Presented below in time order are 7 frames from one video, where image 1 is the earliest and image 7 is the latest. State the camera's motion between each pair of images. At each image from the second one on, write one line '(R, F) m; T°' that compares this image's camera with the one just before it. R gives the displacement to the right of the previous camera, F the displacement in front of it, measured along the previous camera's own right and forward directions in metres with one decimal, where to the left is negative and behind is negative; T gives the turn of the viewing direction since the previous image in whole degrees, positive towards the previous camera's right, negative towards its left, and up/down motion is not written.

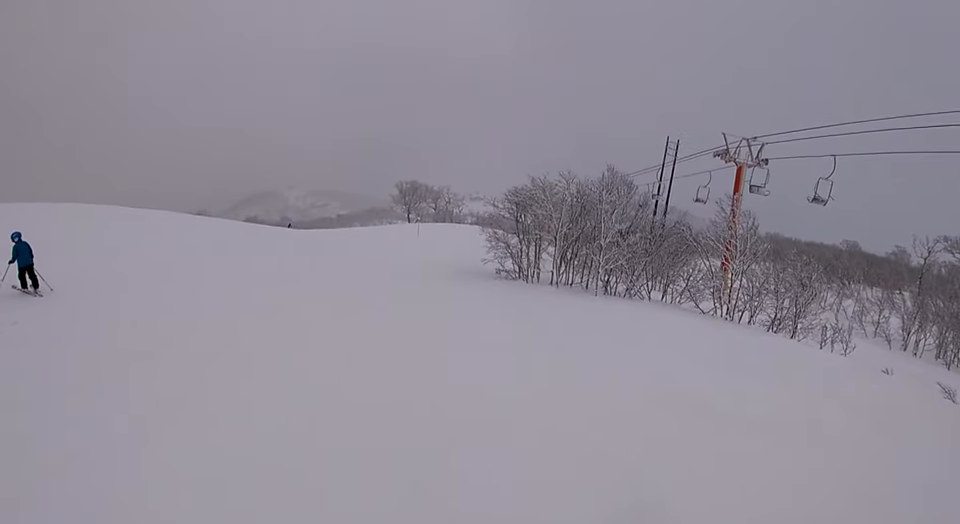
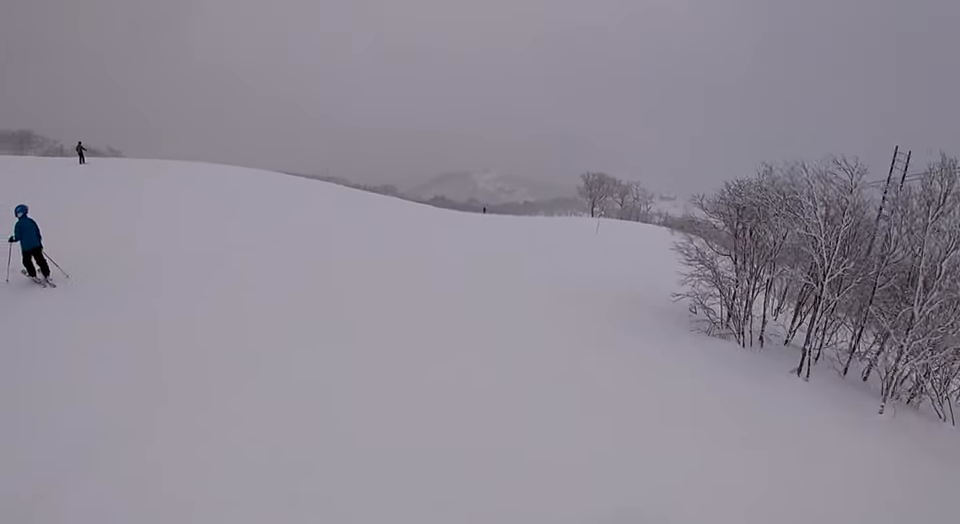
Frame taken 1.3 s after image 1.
(-0.2, +5.8) m; -12°
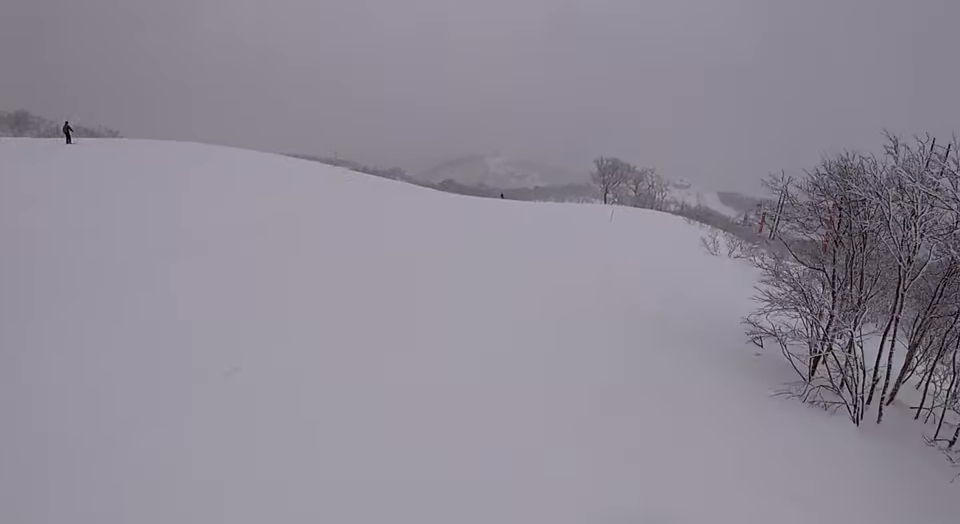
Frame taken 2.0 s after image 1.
(-0.1, +3.0) m; -13°
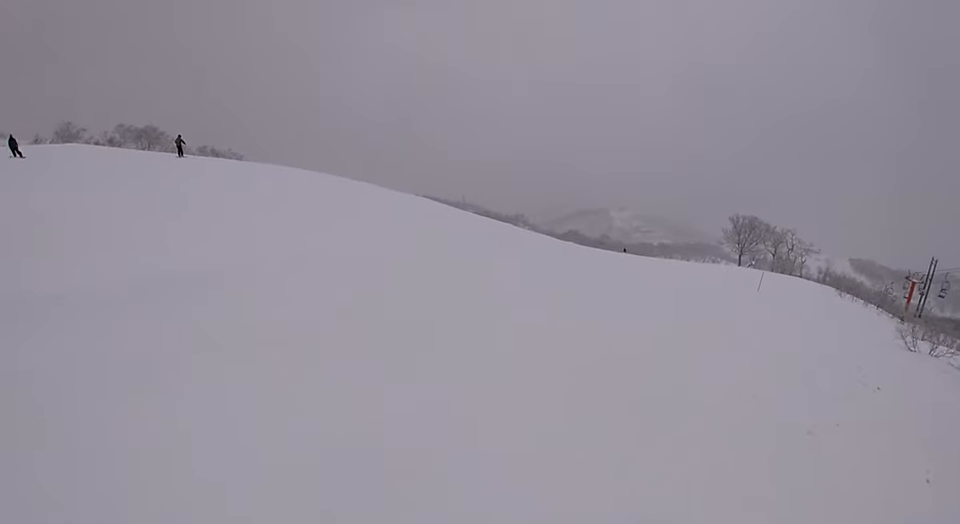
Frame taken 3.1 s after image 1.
(-1.4, +5.4) m; -22°
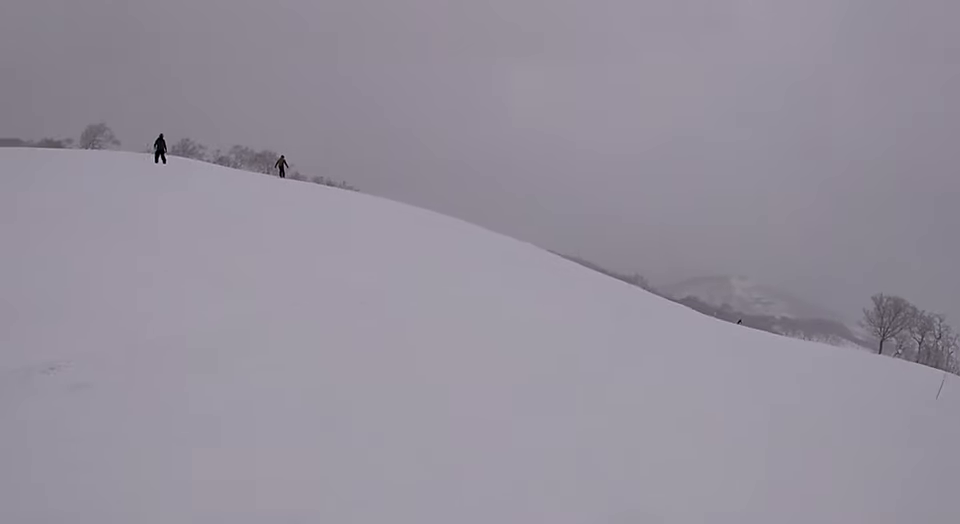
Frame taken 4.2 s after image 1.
(-0.7, +6.1) m; -3°
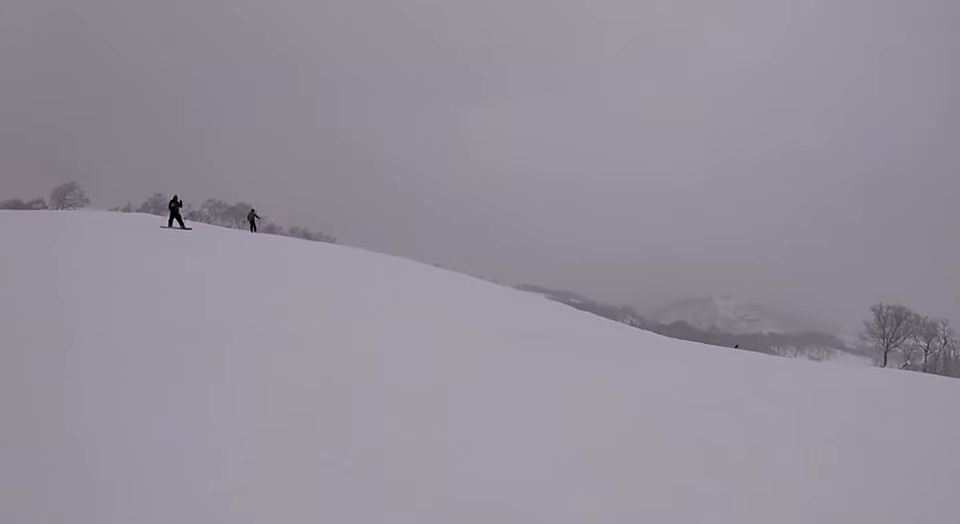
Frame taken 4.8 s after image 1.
(-0.2, +3.5) m; +6°
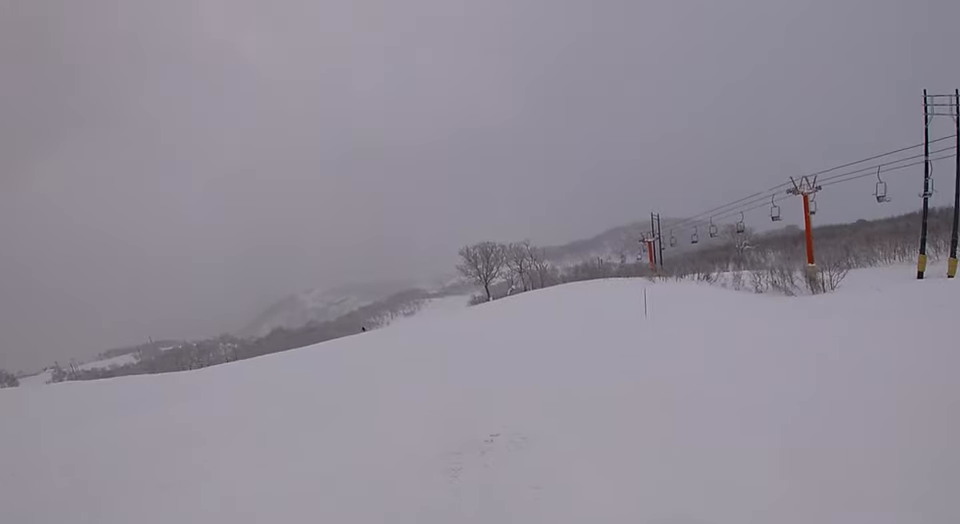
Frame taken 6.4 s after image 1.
(+1.4, +8.3) m; +28°
